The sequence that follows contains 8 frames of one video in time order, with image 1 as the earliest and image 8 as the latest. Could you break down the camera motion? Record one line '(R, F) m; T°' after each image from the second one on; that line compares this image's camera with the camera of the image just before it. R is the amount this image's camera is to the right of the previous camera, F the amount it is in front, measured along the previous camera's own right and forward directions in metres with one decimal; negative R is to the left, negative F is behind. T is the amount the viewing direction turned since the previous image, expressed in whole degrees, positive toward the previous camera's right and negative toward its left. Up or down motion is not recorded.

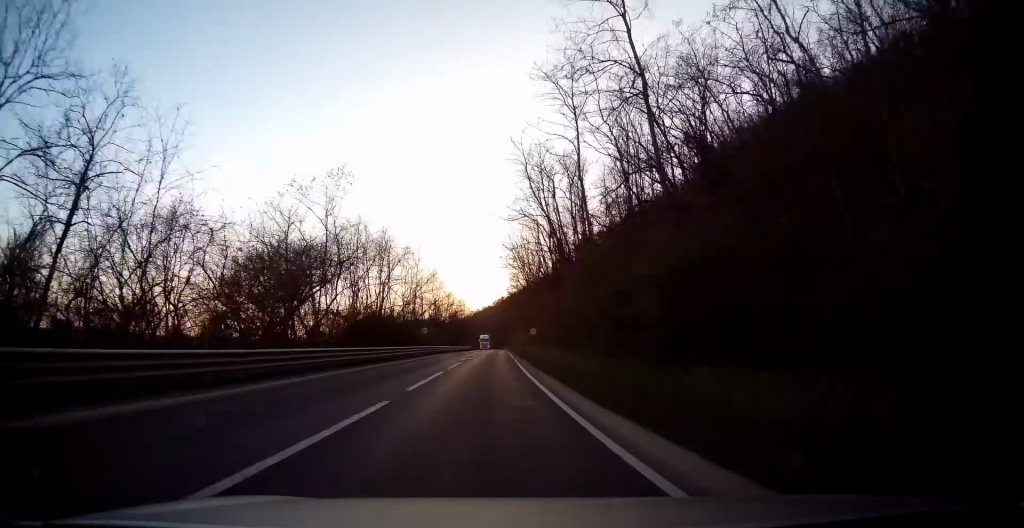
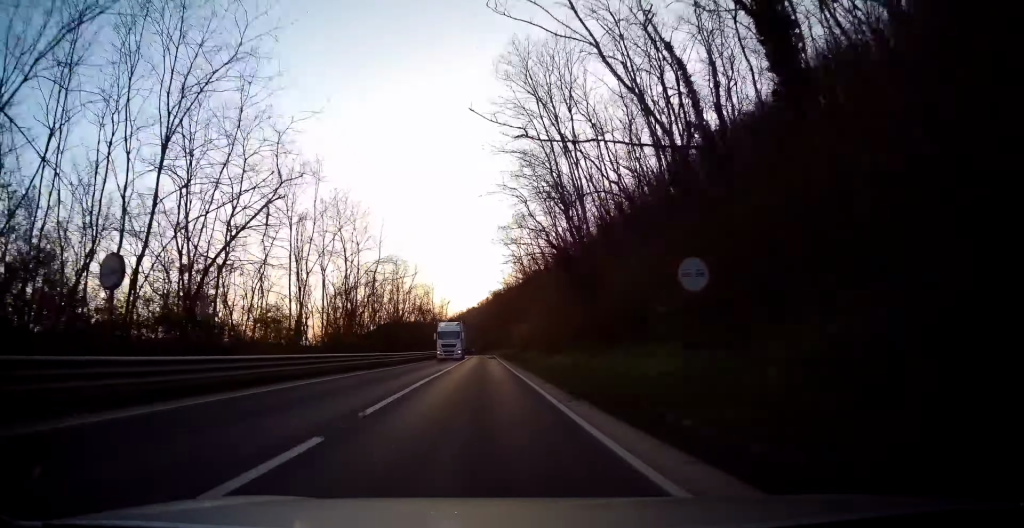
(+1.2, +49.5) m; +2°
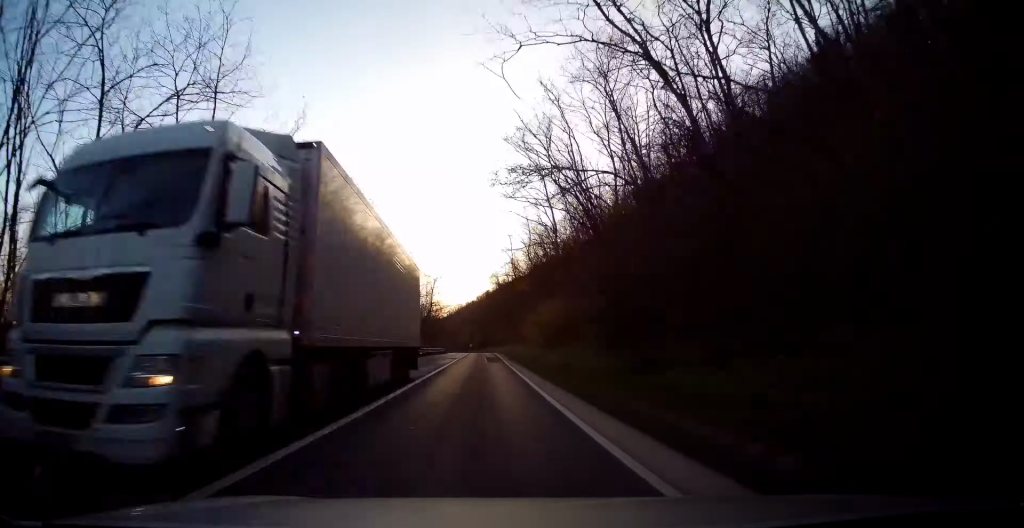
(+0.3, +27.5) m; 0°
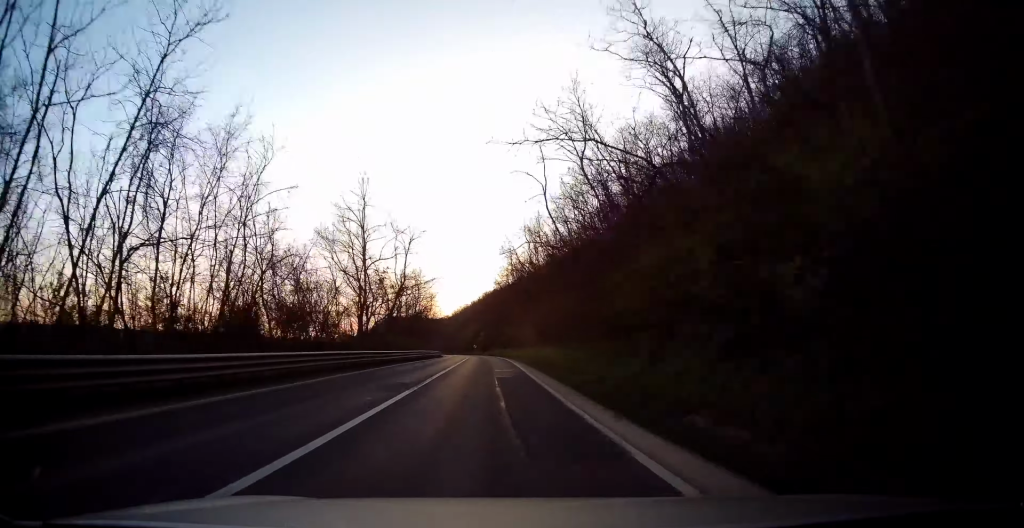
(-0.4, +32.2) m; -1°
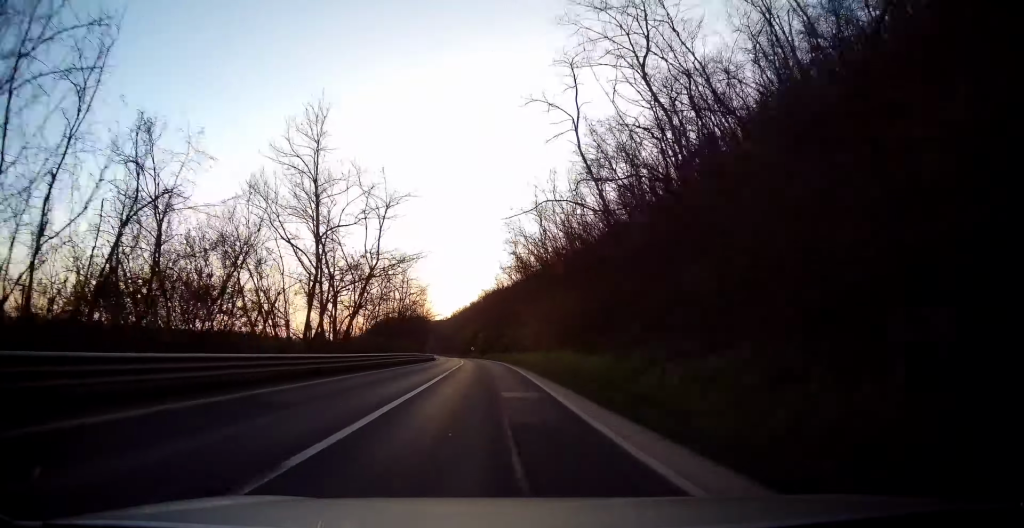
(0.0, +11.8) m; 0°
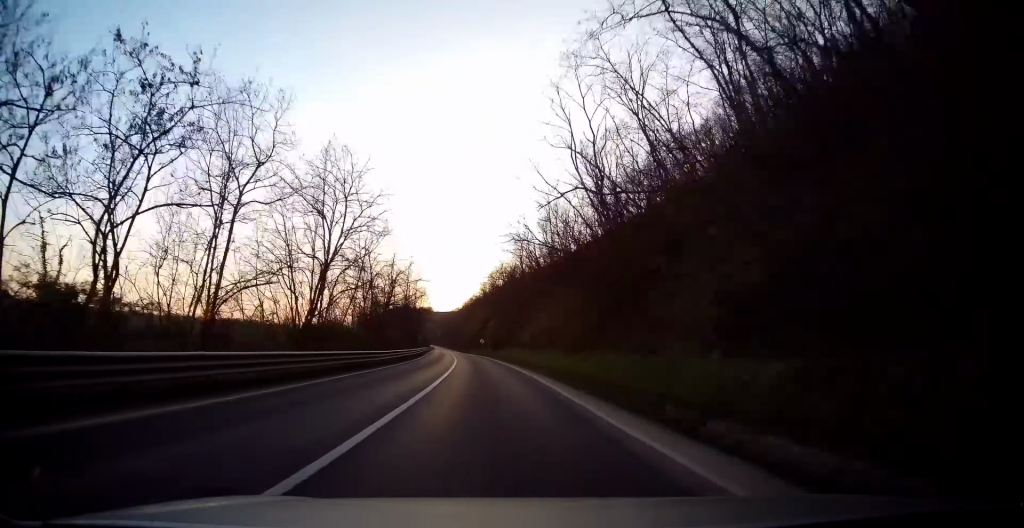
(0.0, +36.8) m; -1°
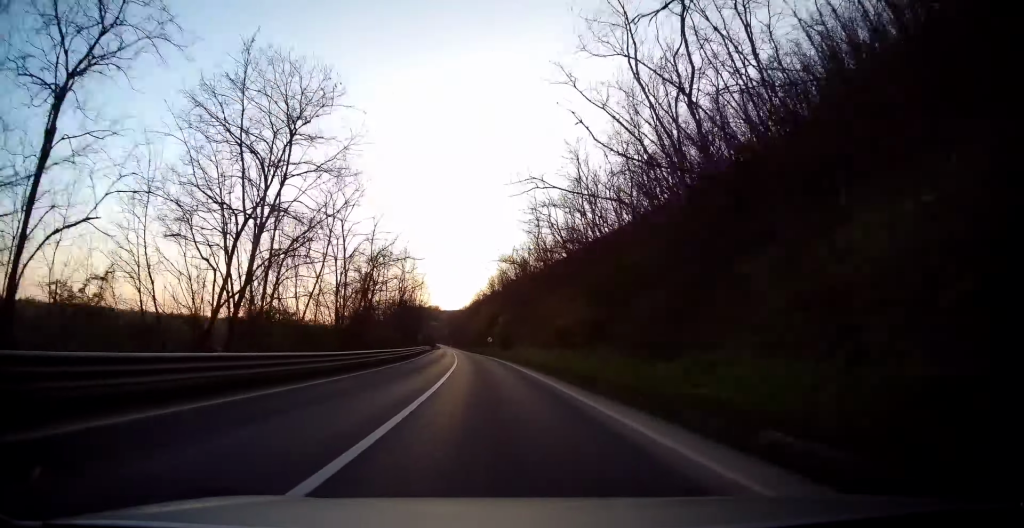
(0.0, +11.5) m; -1°
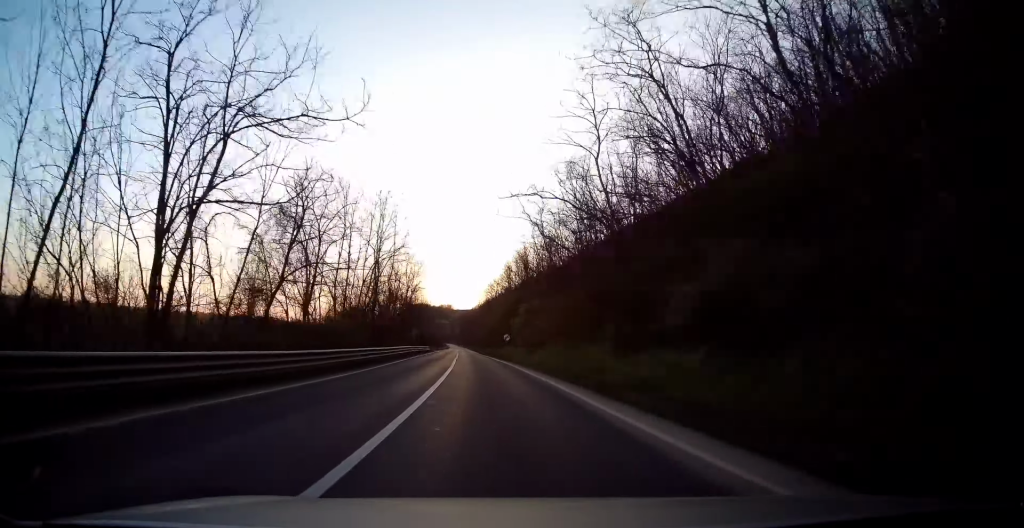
(-0.4, +22.7) m; -1°
